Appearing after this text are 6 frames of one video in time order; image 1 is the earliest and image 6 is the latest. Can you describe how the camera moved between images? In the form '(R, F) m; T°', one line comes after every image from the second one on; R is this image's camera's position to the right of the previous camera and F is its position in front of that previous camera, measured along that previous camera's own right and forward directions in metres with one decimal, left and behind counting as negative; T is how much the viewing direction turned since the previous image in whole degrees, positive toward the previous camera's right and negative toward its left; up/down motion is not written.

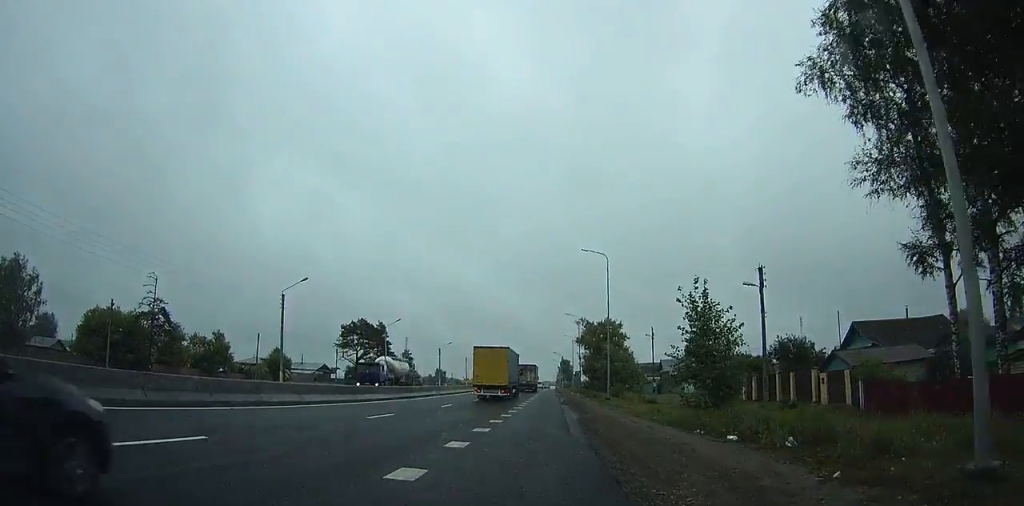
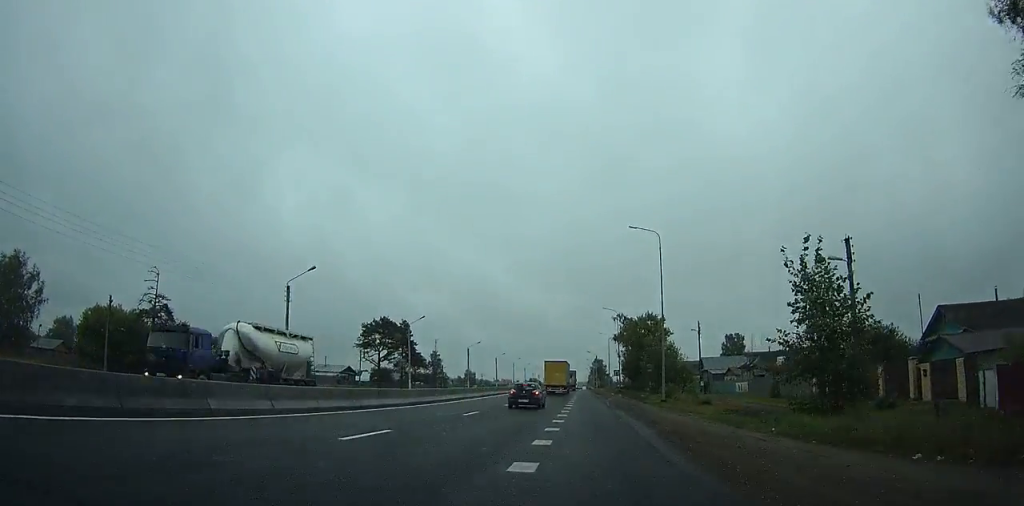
(+0.1, +6.0) m; +2°
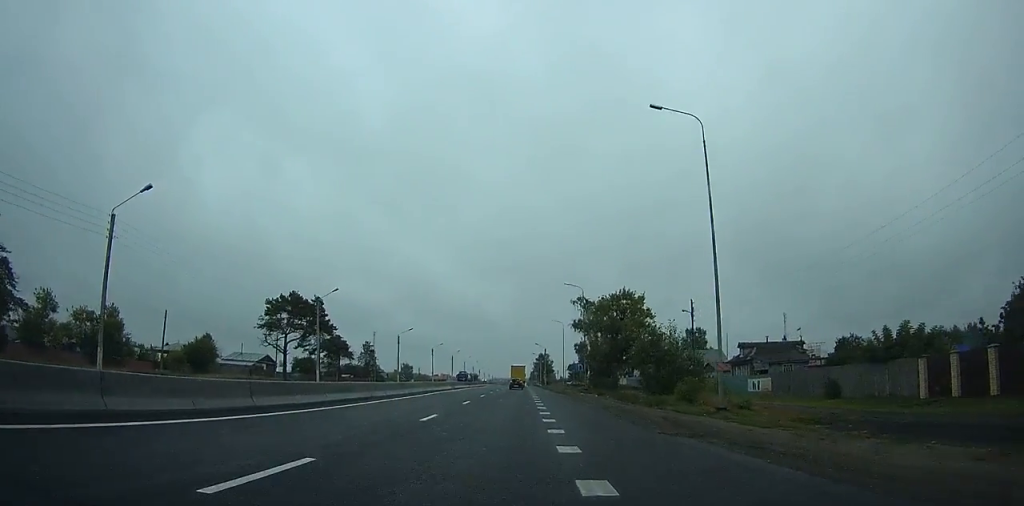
(+0.6, +16.3) m; +4°
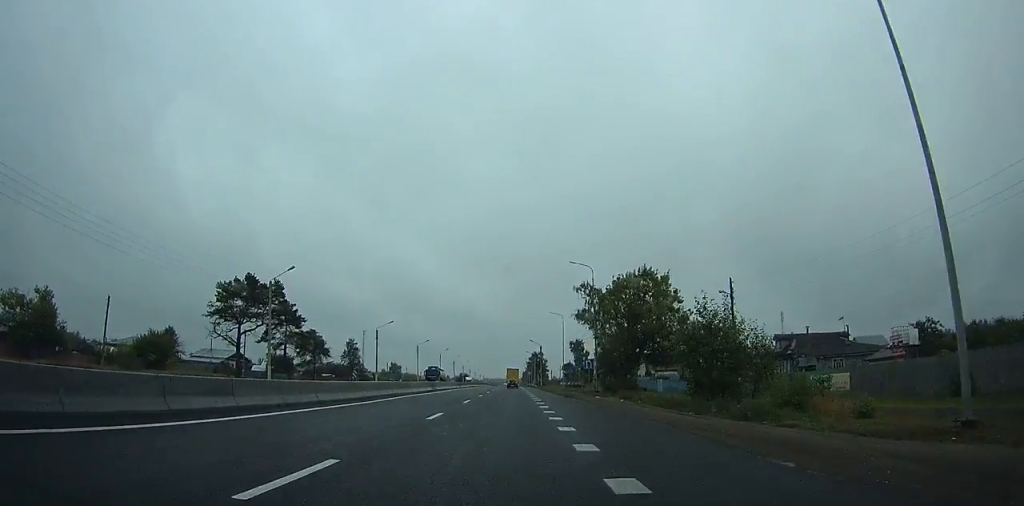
(+0.2, +11.5) m; +1°
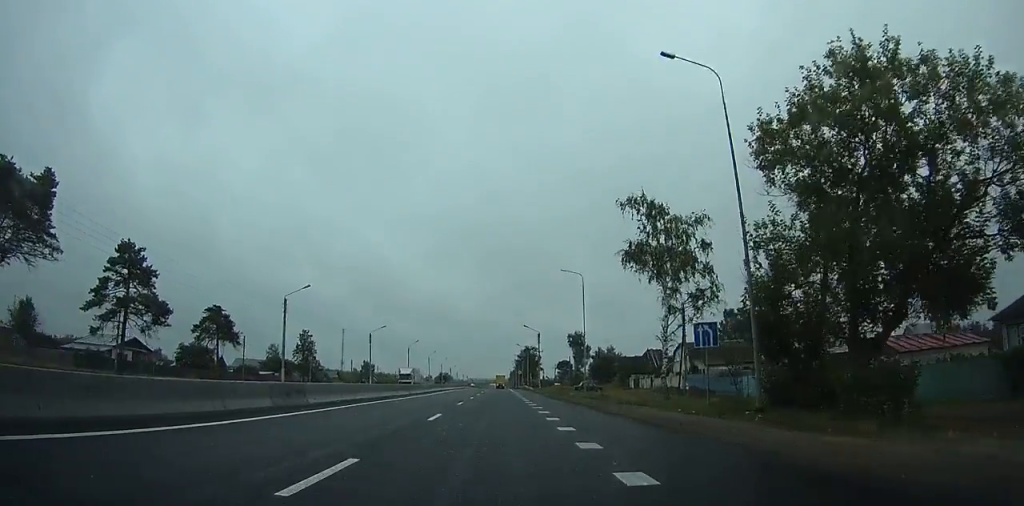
(+0.6, +33.8) m; +2°
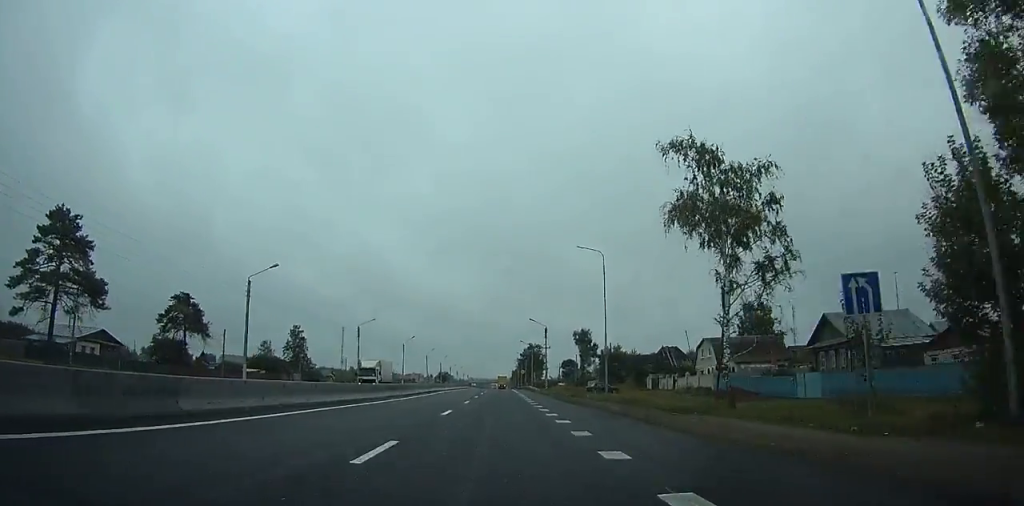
(+0.1, +9.7) m; 0°
